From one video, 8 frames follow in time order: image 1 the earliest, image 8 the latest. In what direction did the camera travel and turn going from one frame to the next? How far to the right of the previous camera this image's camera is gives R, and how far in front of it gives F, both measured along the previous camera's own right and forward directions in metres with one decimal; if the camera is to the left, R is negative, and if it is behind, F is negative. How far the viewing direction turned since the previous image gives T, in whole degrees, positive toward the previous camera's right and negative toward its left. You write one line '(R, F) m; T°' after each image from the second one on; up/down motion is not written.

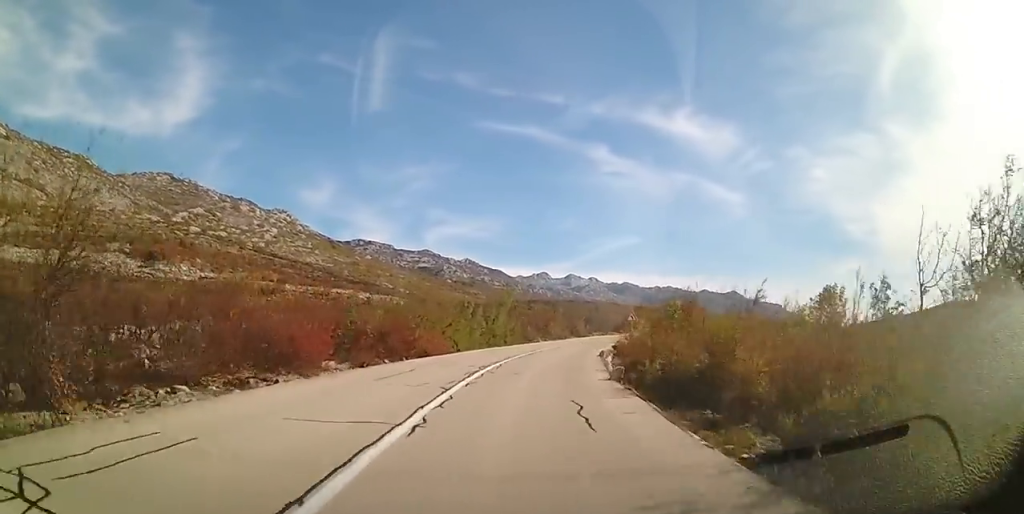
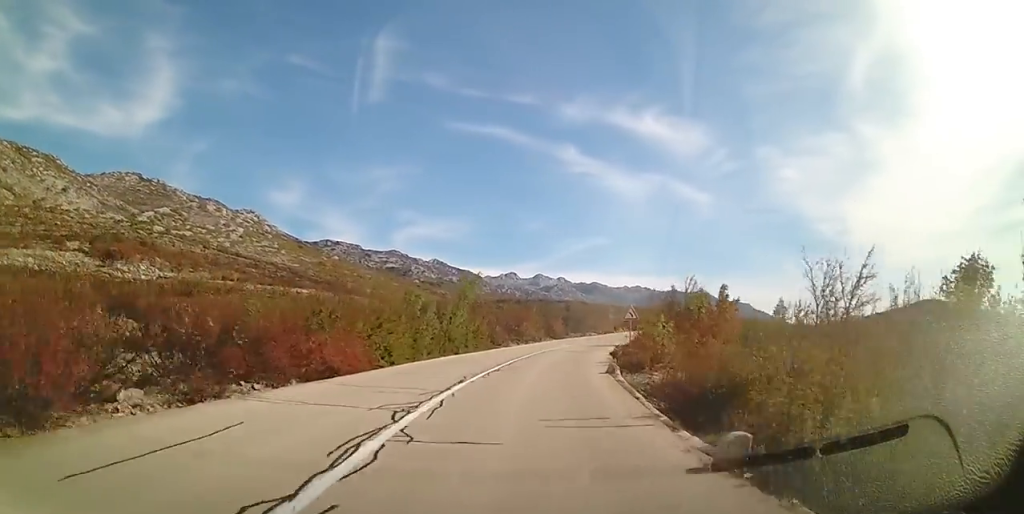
(+0.2, +8.9) m; +4°
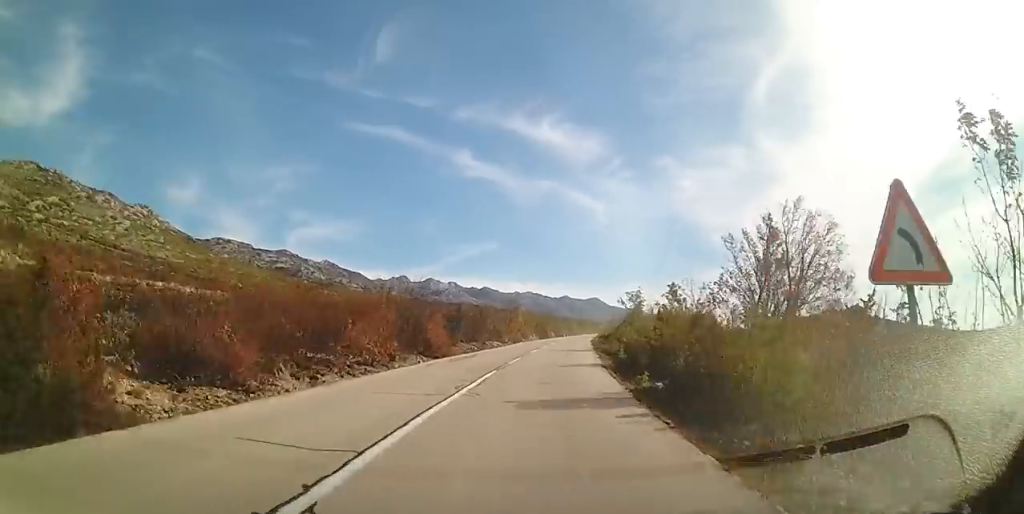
(+2.7, +25.6) m; +13°
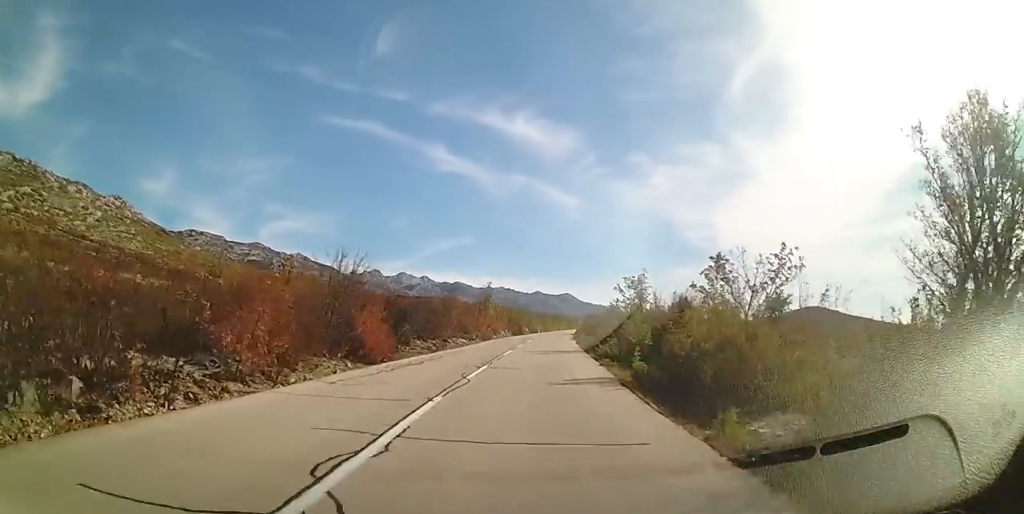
(+0.5, +7.3) m; +2°
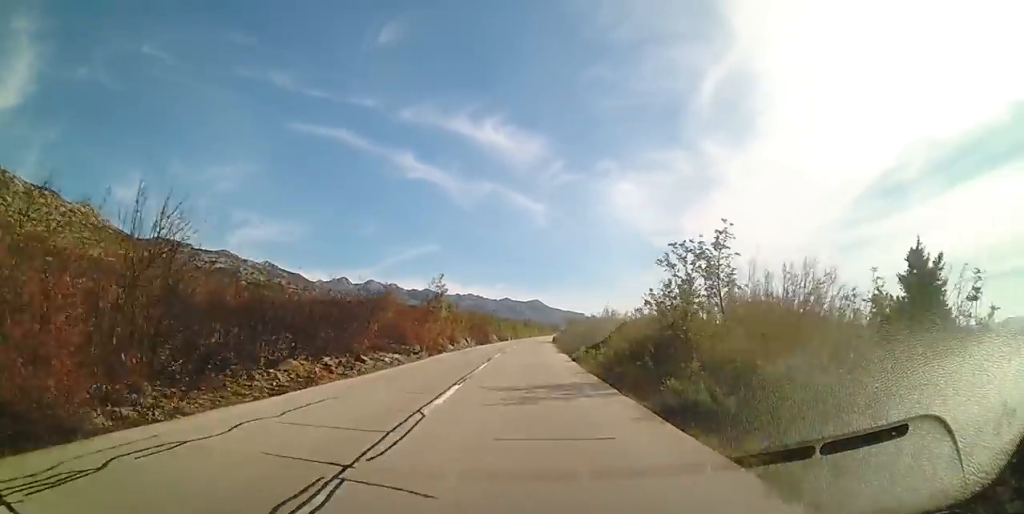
(+0.5, +13.0) m; +3°
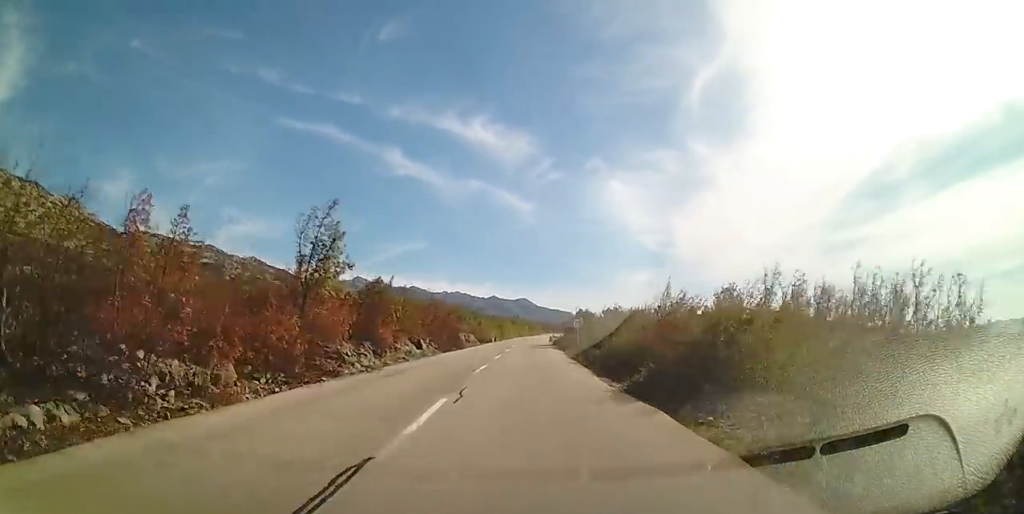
(+0.4, +19.0) m; +1°
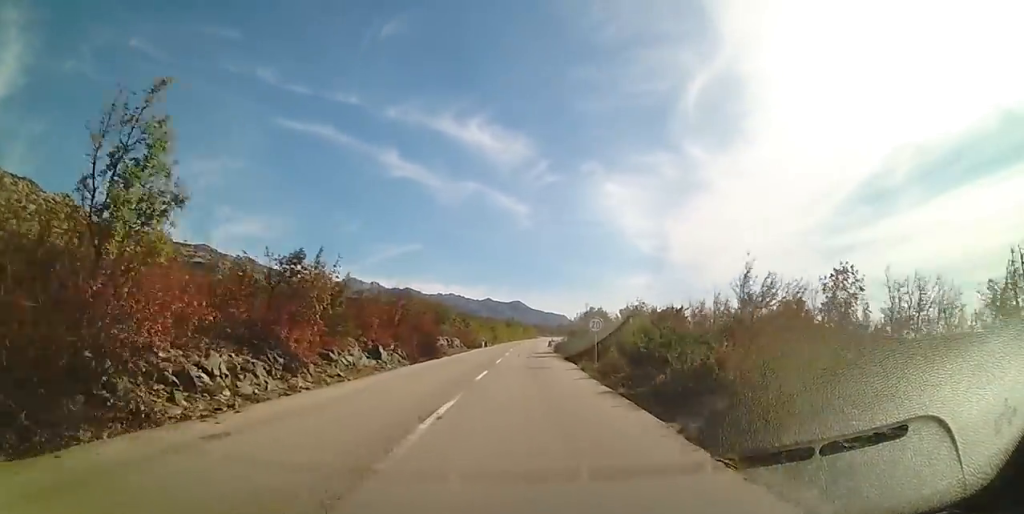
(0.0, +8.3) m; 0°
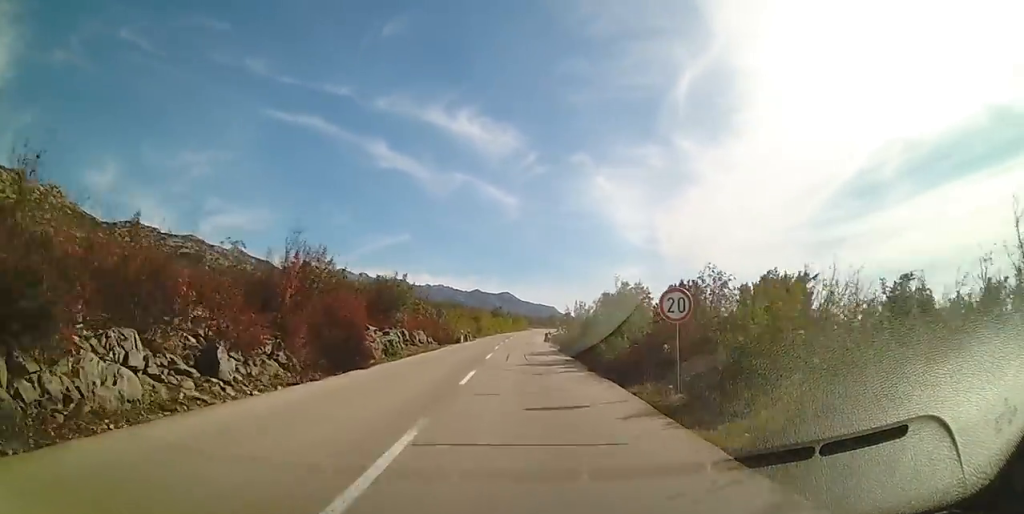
(0.0, +12.2) m; 0°
